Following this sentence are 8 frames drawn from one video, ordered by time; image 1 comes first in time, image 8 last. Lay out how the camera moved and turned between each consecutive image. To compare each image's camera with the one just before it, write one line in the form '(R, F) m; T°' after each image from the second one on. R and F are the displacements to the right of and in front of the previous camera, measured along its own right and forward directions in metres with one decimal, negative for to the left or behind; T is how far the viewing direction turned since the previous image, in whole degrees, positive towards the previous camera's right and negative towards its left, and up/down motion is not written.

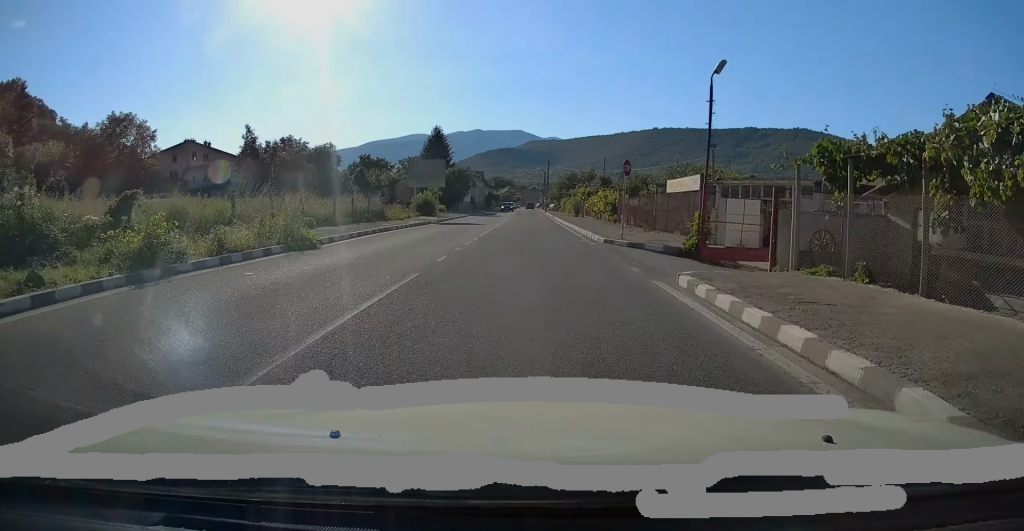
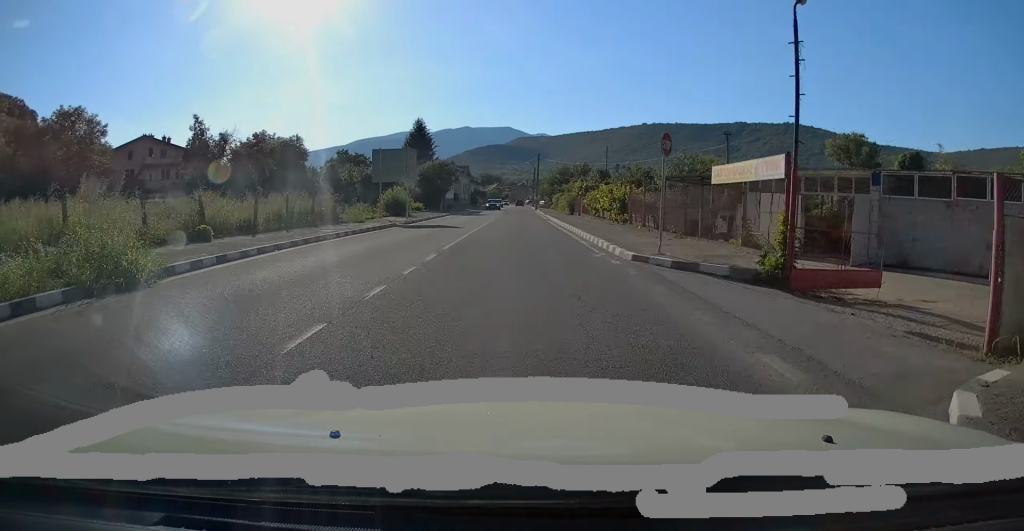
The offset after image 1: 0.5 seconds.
(+0.2, +7.2) m; +1°
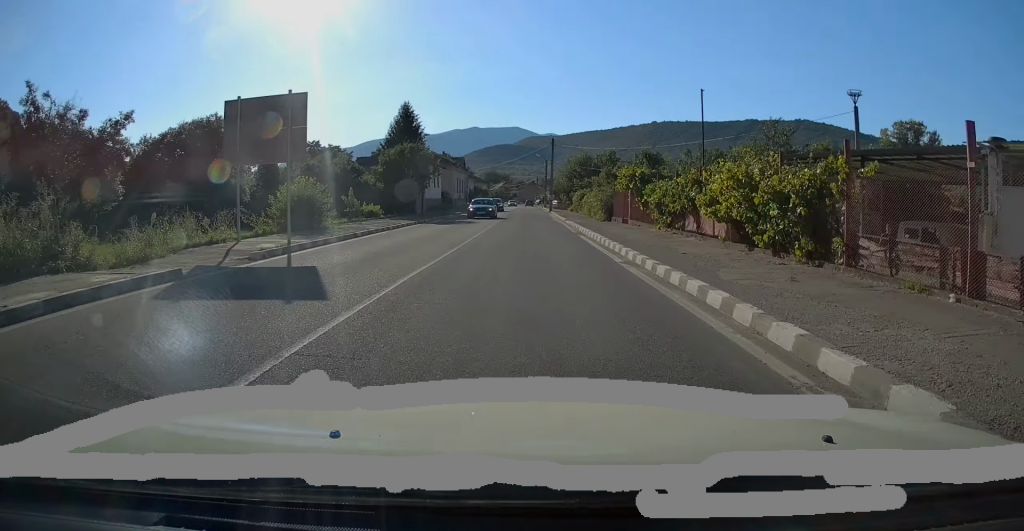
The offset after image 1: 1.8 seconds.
(+0.1, +19.0) m; 0°
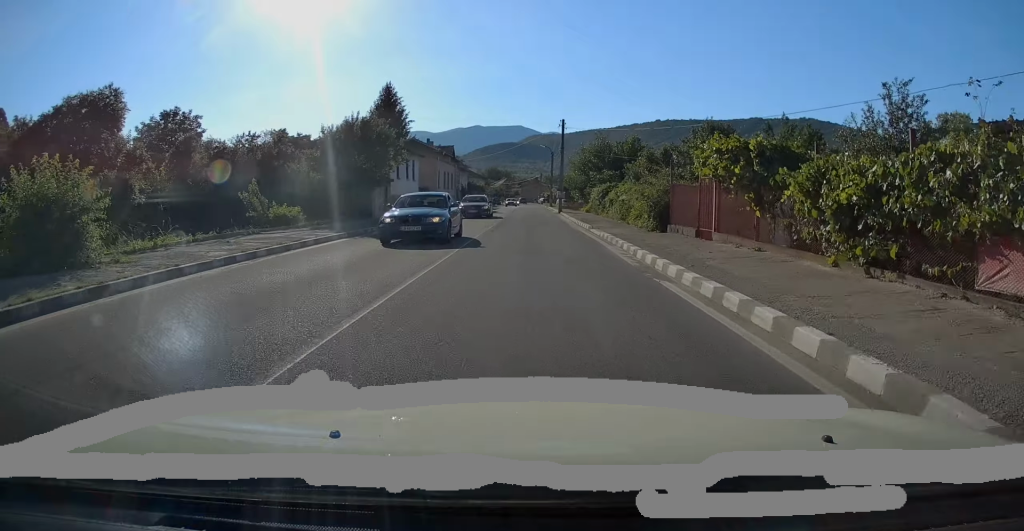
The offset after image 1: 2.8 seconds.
(0.0, +13.4) m; +1°
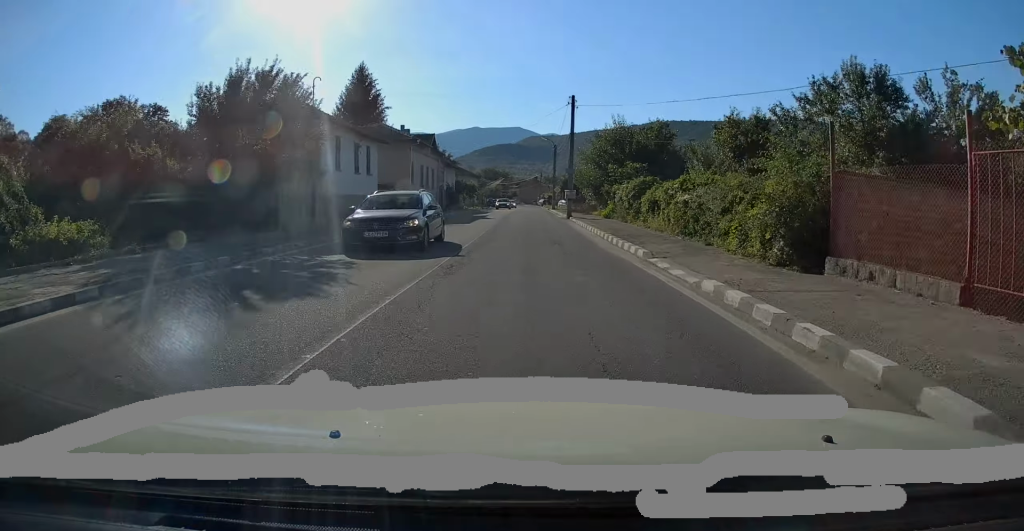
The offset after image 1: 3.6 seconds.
(+0.4, +11.9) m; -1°
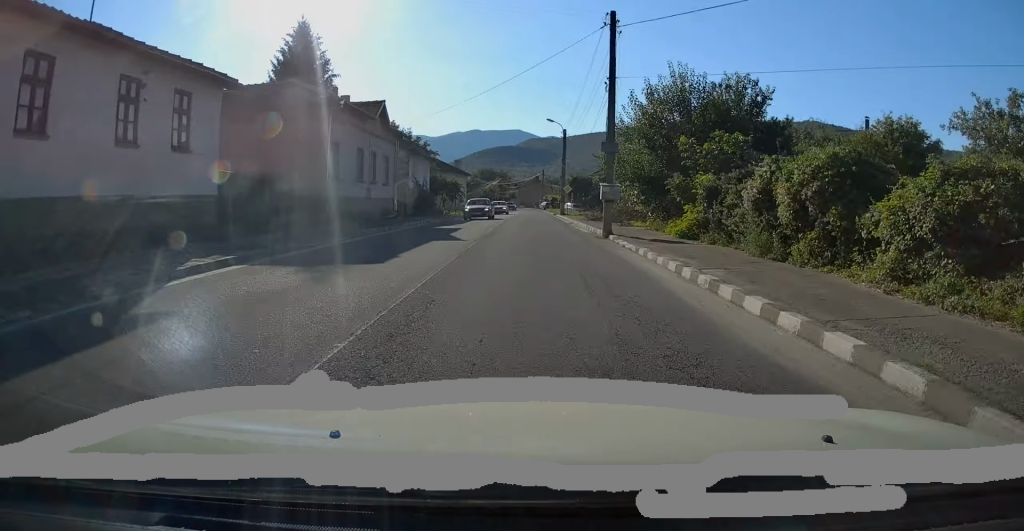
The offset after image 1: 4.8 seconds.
(-0.8, +17.5) m; -1°
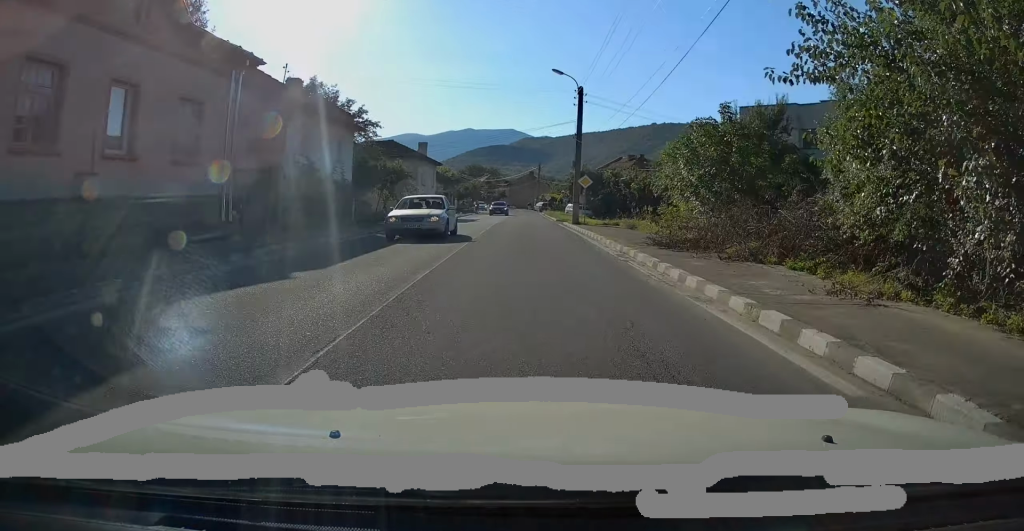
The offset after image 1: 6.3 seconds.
(+0.6, +20.5) m; +2°
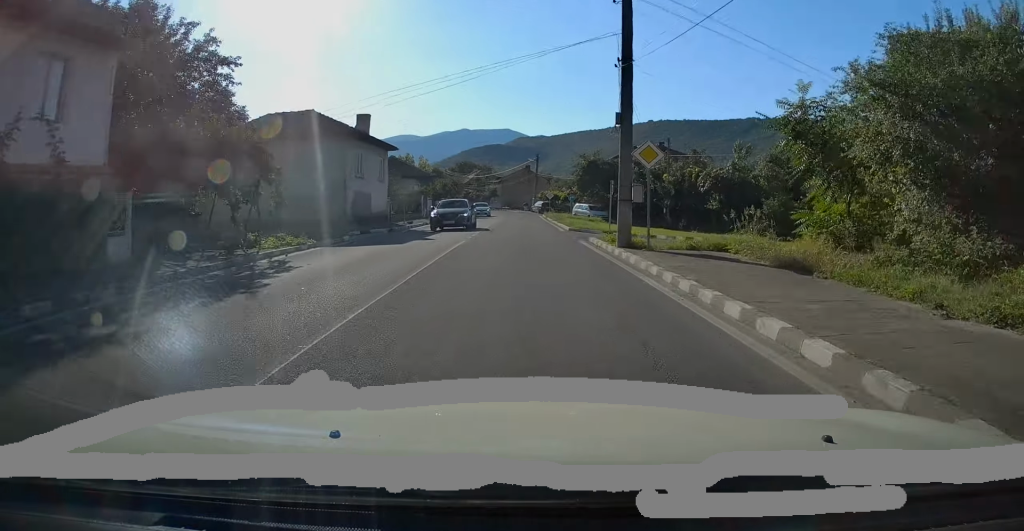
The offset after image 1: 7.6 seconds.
(+0.1, +17.7) m; 0°
